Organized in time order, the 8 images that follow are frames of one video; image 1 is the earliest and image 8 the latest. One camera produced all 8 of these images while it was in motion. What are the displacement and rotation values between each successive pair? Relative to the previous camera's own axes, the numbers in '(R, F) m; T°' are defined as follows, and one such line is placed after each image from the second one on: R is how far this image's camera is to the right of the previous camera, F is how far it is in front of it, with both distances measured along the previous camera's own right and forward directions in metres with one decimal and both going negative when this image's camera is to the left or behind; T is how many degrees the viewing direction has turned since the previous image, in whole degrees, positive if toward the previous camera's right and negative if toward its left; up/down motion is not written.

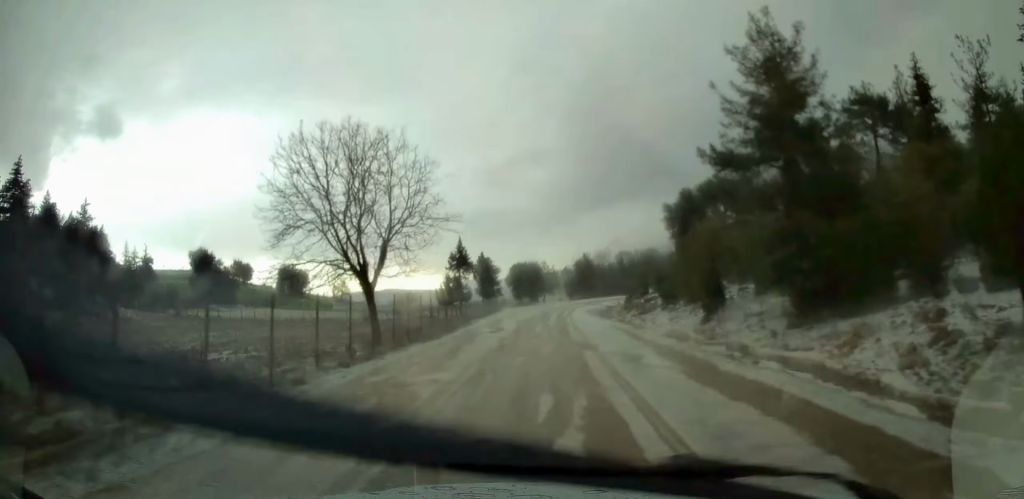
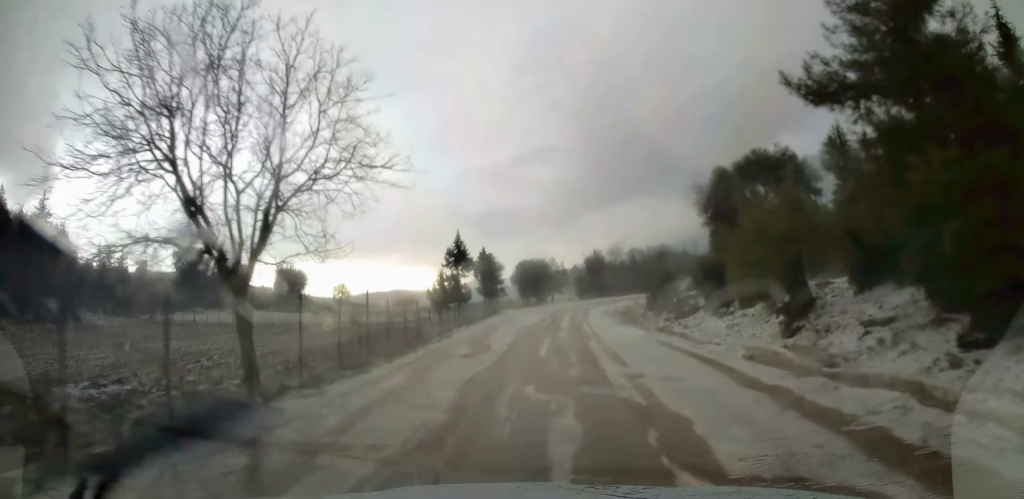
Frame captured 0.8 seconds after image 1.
(-0.1, +9.4) m; -1°
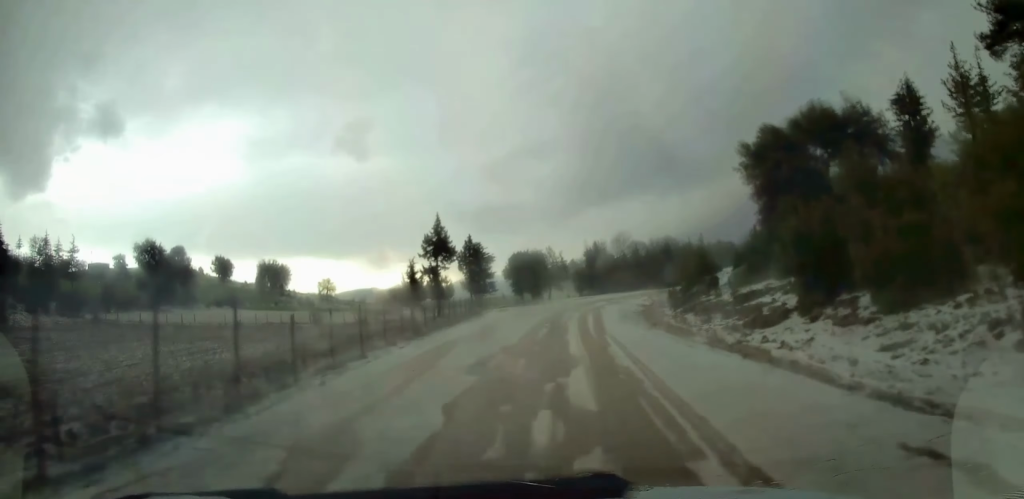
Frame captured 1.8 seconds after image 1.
(0.0, +12.5) m; 0°
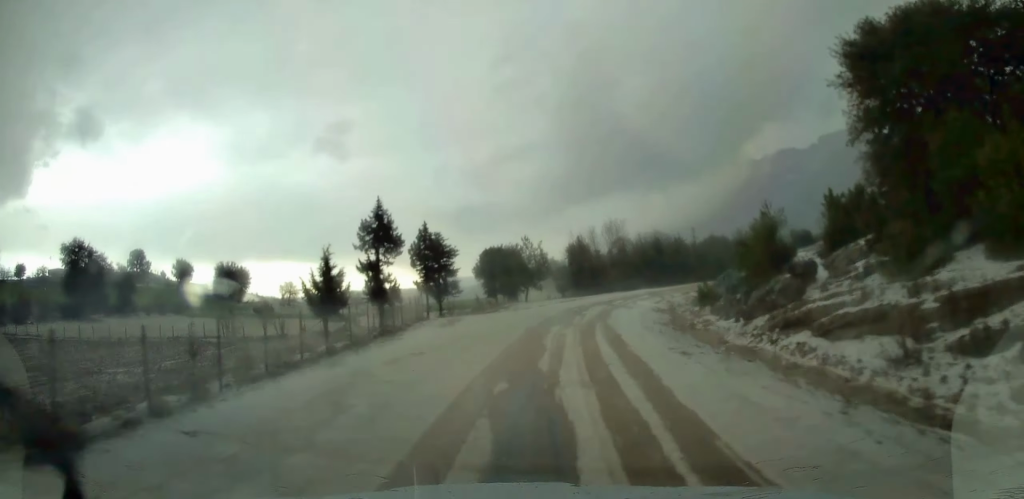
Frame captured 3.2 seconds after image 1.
(+0.2, +15.8) m; +3°
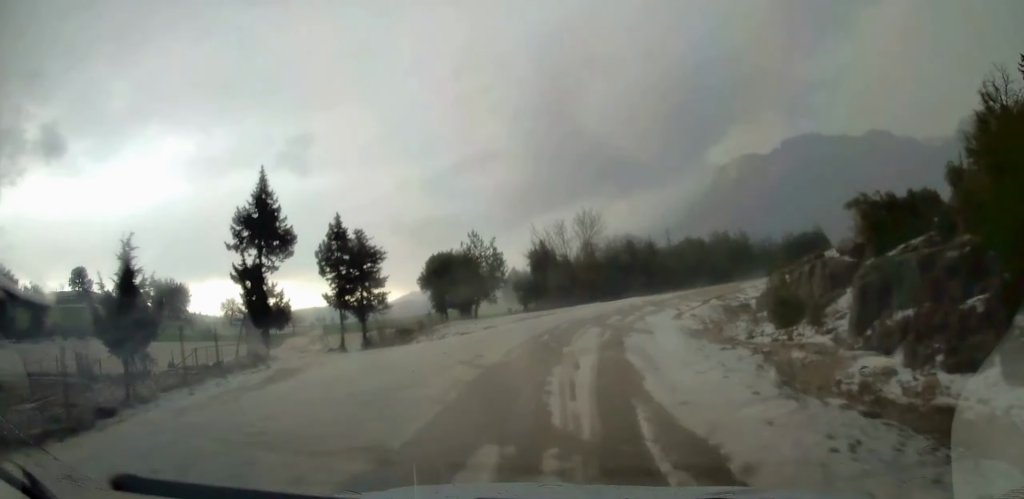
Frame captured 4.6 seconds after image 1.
(+0.5, +16.1) m; +4°
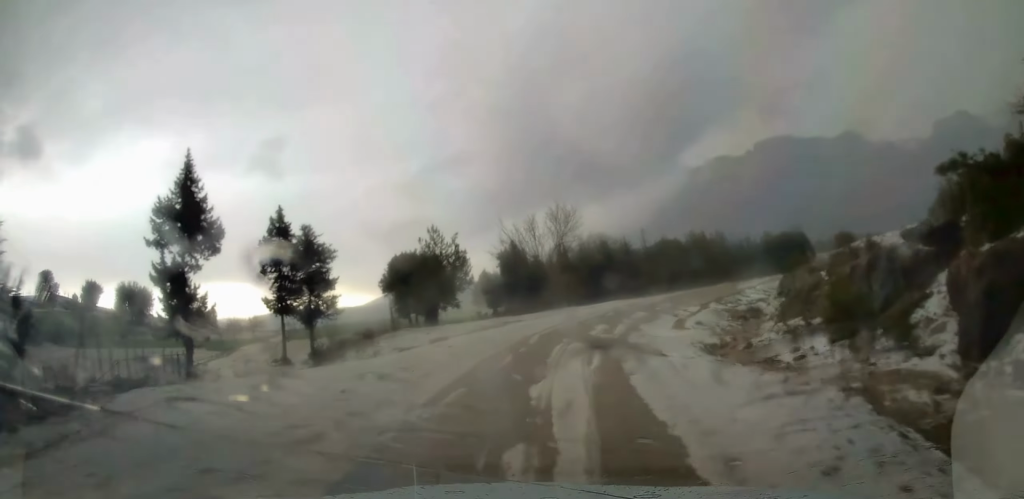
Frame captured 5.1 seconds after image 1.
(+0.2, +5.6) m; +3°
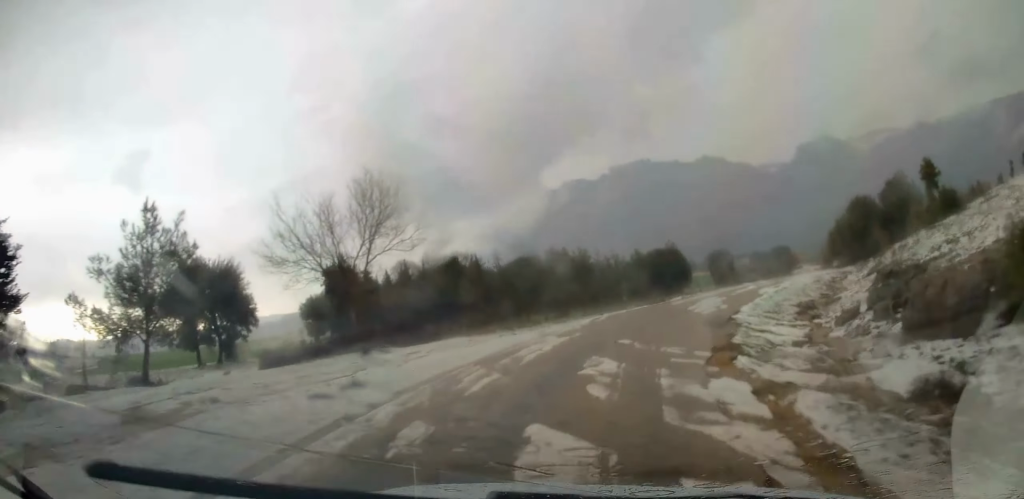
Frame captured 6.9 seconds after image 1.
(+2.4, +19.6) m; +17°
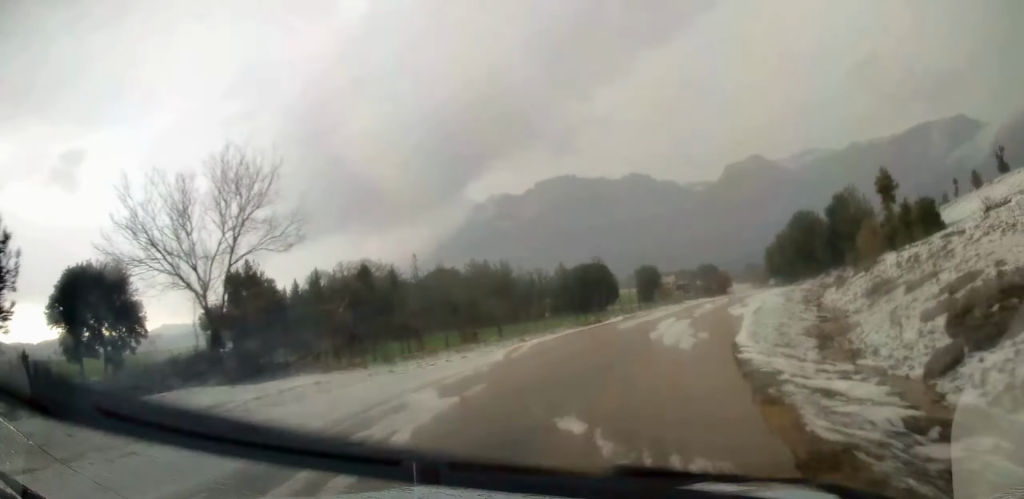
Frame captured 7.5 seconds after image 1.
(+0.3, +7.1) m; +7°
